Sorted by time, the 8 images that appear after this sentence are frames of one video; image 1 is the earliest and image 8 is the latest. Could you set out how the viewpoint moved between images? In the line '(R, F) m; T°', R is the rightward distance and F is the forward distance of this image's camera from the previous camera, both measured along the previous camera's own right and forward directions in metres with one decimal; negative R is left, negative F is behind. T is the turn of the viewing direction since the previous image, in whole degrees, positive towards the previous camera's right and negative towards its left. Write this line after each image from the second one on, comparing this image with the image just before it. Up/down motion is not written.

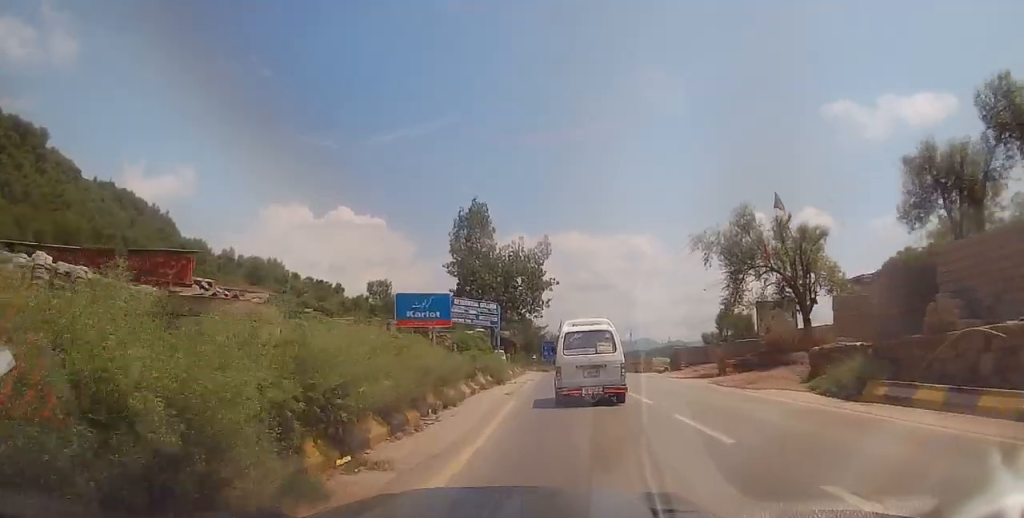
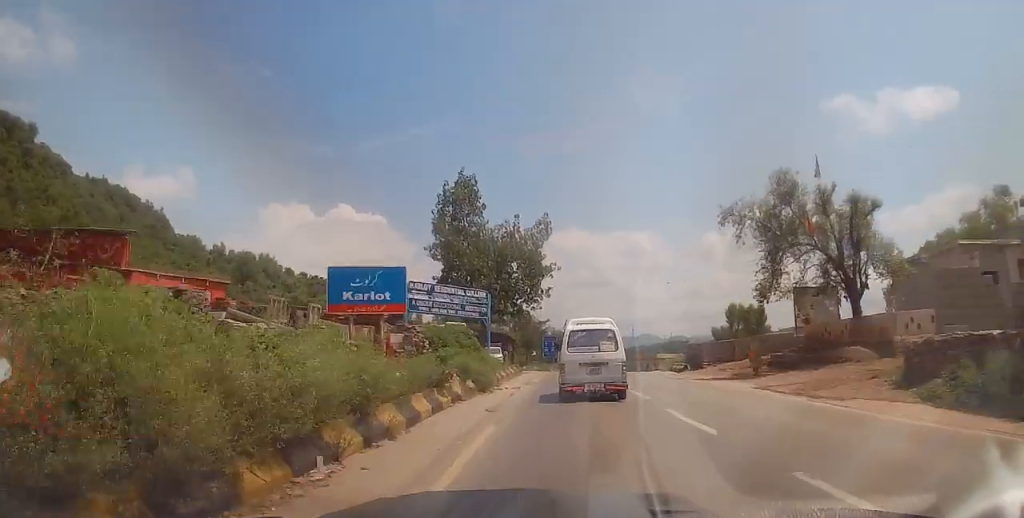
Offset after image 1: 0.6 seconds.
(-0.3, +5.5) m; -2°
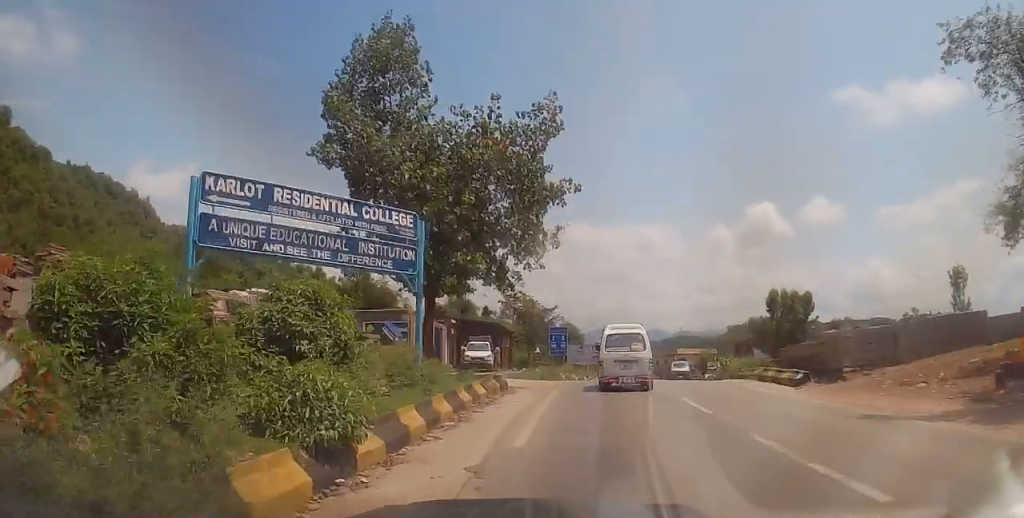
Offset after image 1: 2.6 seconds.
(+0.3, +16.1) m; +5°
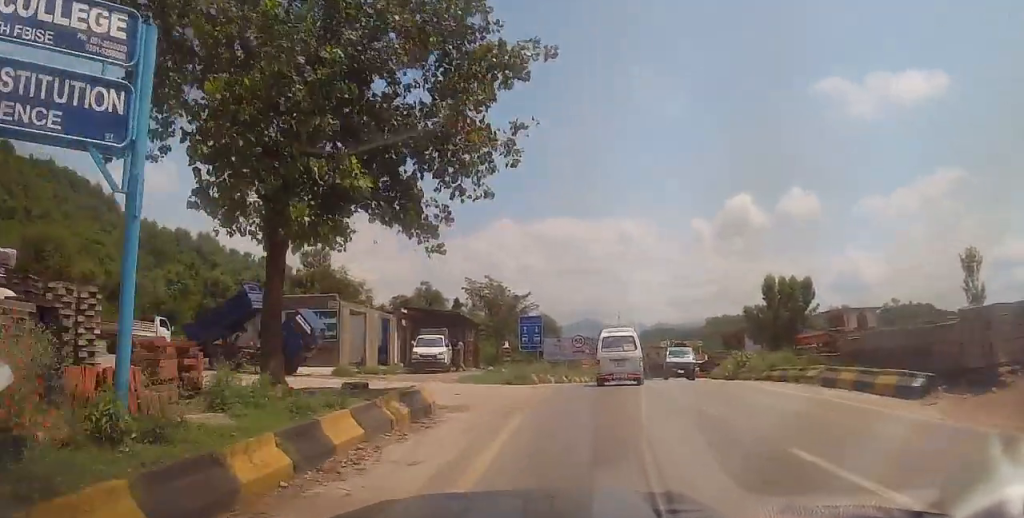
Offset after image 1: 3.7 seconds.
(+0.3, +8.2) m; -1°
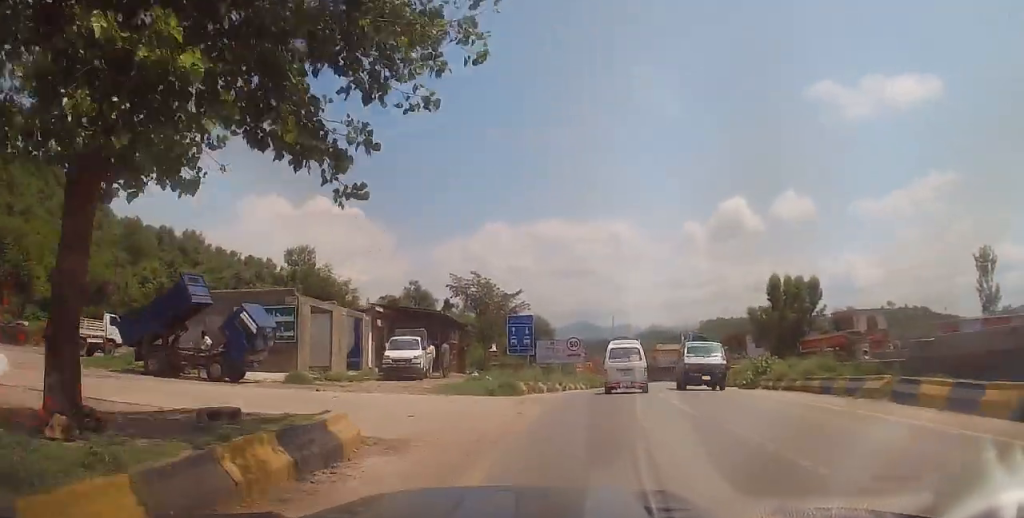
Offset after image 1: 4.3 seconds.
(-0.3, +3.9) m; +2°
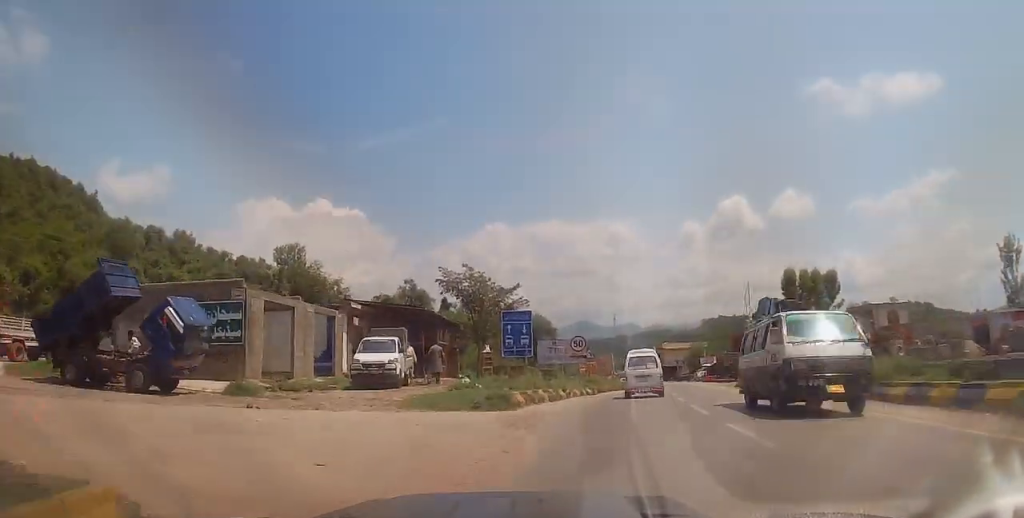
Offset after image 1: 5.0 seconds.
(0.0, +4.4) m; +1°
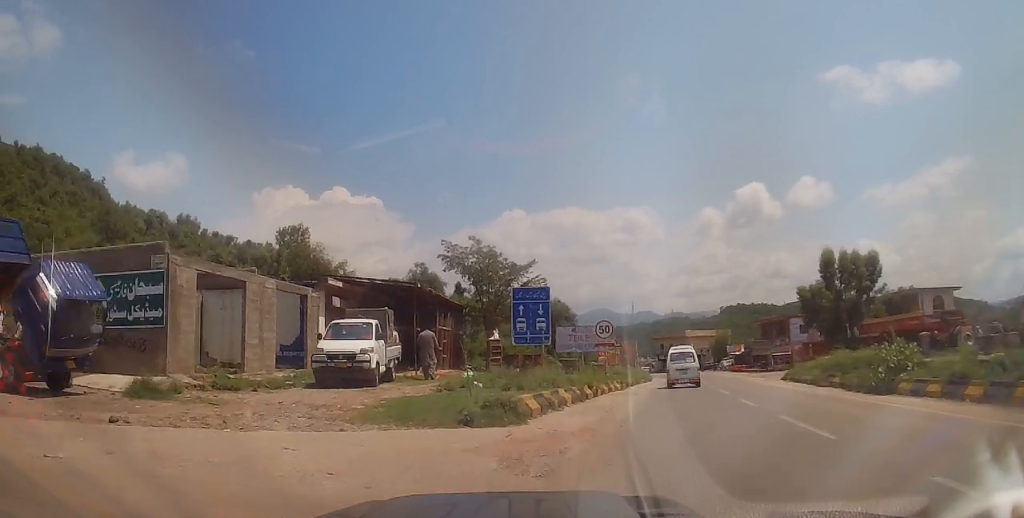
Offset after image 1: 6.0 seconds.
(+0.4, +5.4) m; -2°
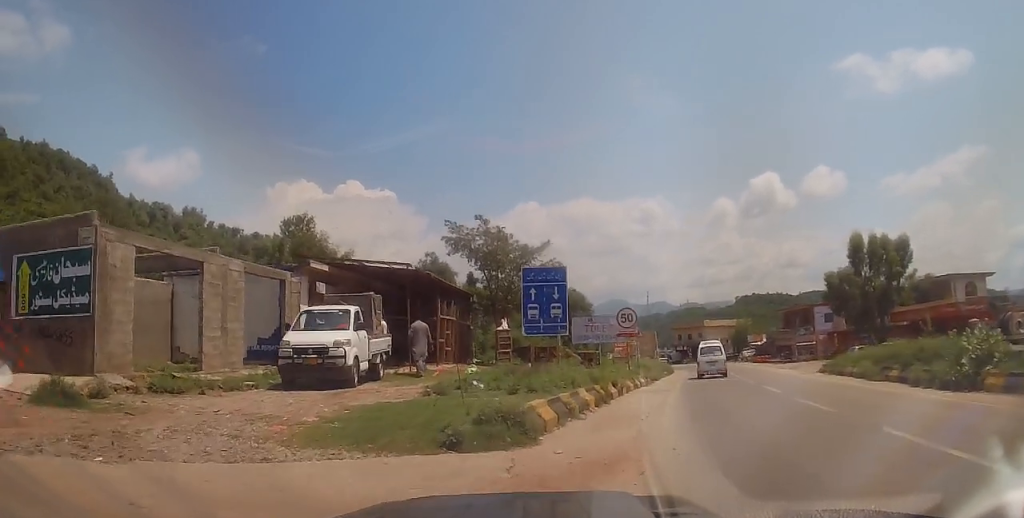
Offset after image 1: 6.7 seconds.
(-0.4, +3.4) m; -5°
